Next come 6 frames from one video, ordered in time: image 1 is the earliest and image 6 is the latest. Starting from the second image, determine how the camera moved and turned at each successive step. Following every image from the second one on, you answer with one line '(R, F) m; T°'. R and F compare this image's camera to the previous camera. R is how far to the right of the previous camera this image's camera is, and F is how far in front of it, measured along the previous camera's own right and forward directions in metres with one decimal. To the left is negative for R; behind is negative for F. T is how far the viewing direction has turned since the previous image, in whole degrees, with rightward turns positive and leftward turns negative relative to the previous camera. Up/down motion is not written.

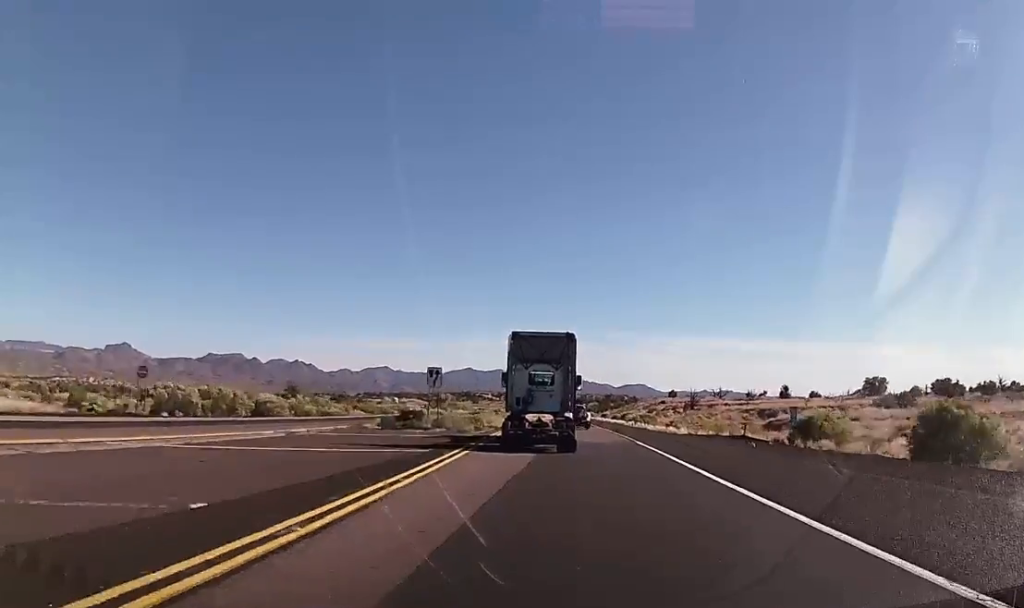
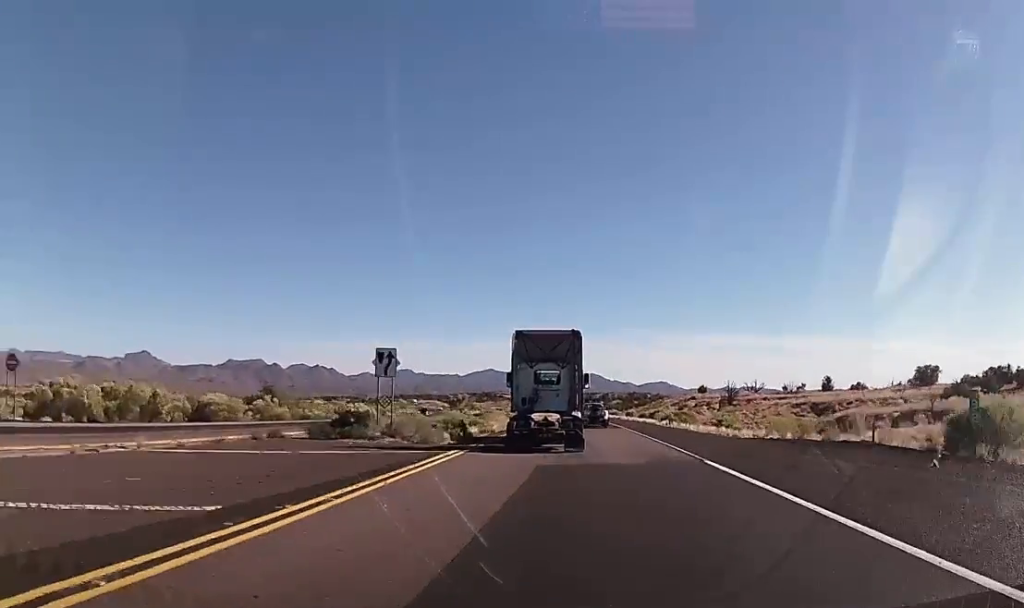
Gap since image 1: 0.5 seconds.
(+0.1, +15.8) m; 0°
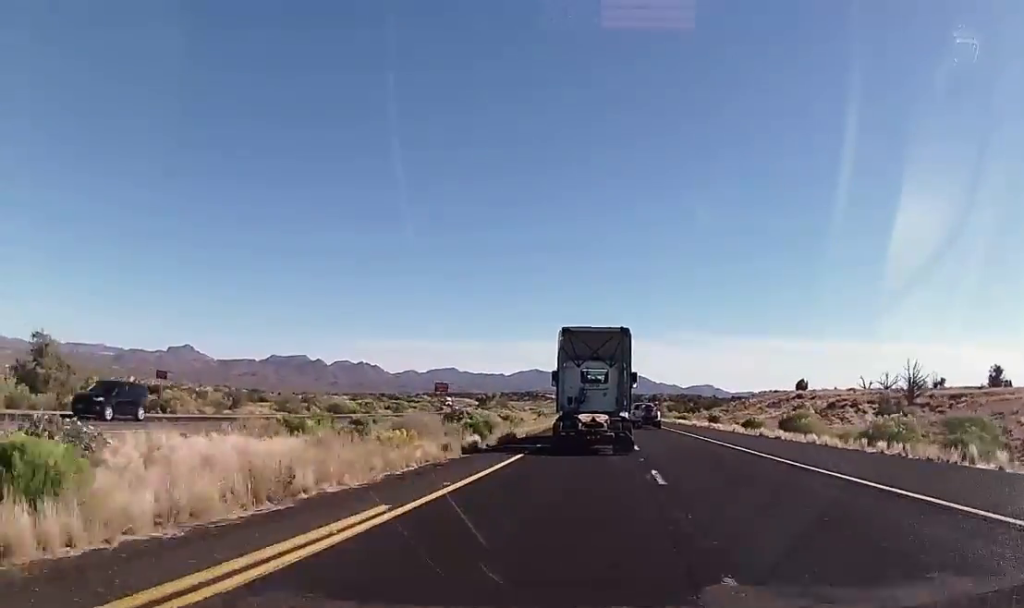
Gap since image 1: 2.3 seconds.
(-1.6, +52.0) m; -3°
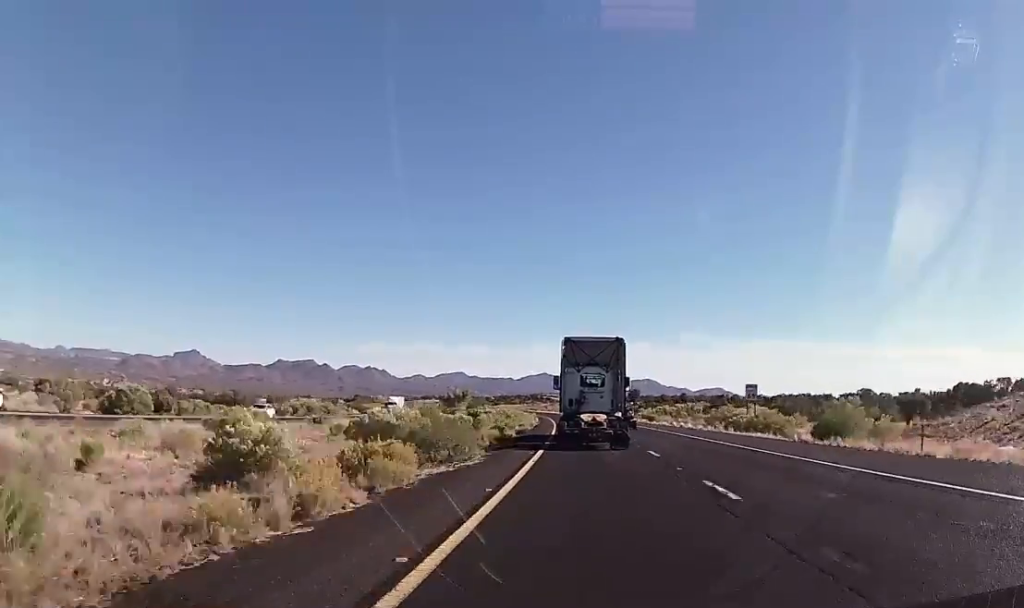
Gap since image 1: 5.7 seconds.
(-3.2, +99.6) m; -3°
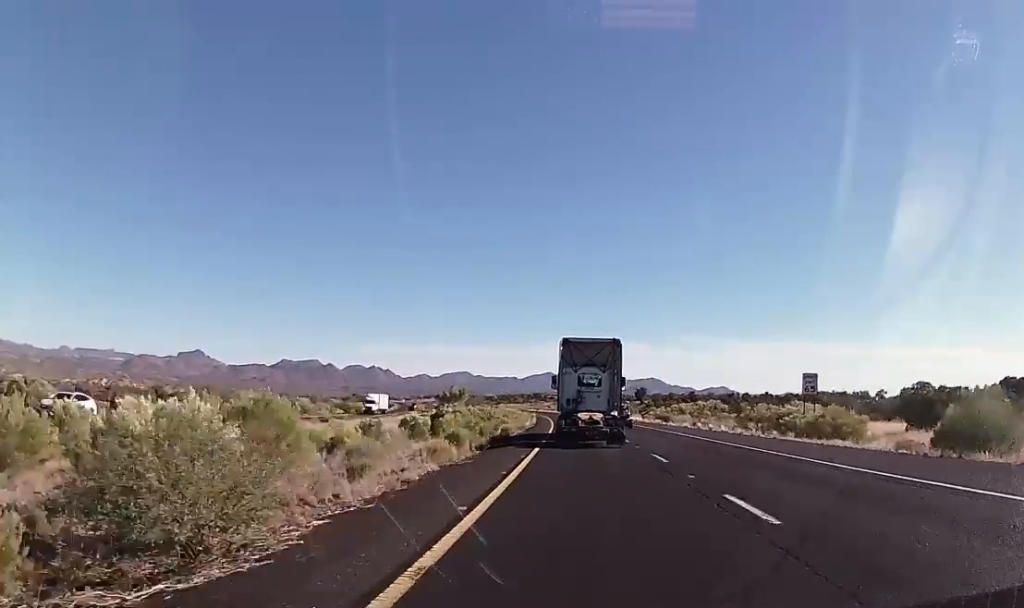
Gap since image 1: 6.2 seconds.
(-0.2, +14.5) m; 0°
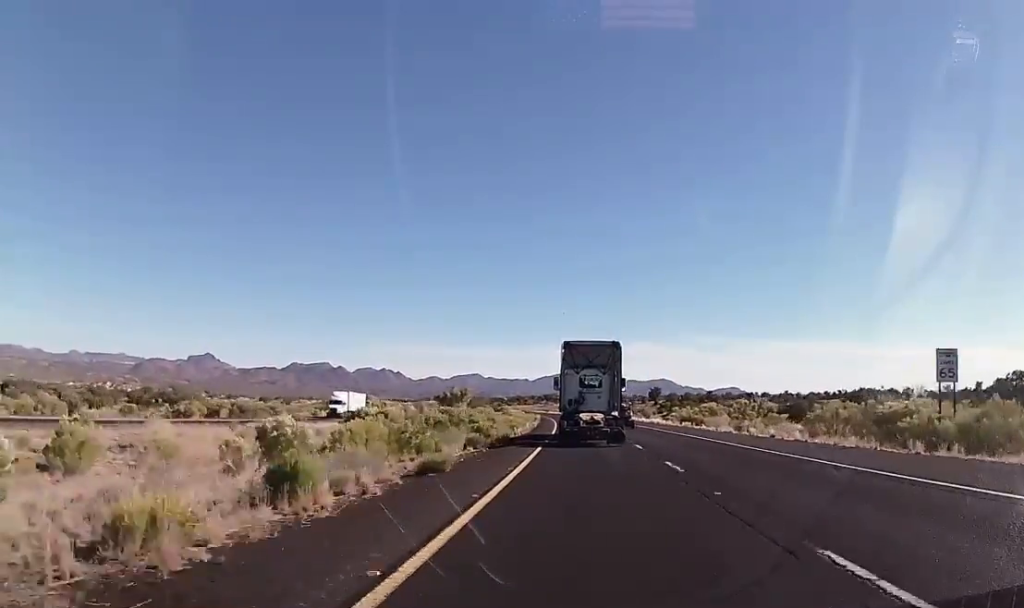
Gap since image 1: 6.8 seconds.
(+0.1, +16.4) m; 0°
